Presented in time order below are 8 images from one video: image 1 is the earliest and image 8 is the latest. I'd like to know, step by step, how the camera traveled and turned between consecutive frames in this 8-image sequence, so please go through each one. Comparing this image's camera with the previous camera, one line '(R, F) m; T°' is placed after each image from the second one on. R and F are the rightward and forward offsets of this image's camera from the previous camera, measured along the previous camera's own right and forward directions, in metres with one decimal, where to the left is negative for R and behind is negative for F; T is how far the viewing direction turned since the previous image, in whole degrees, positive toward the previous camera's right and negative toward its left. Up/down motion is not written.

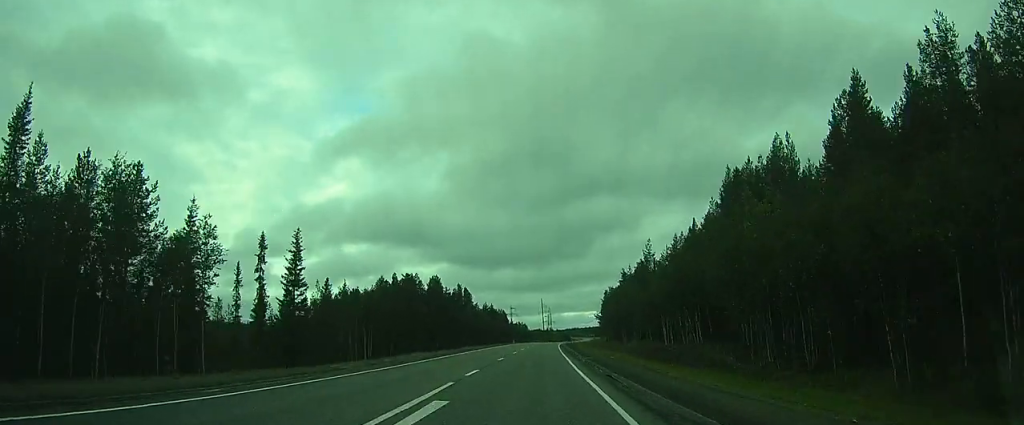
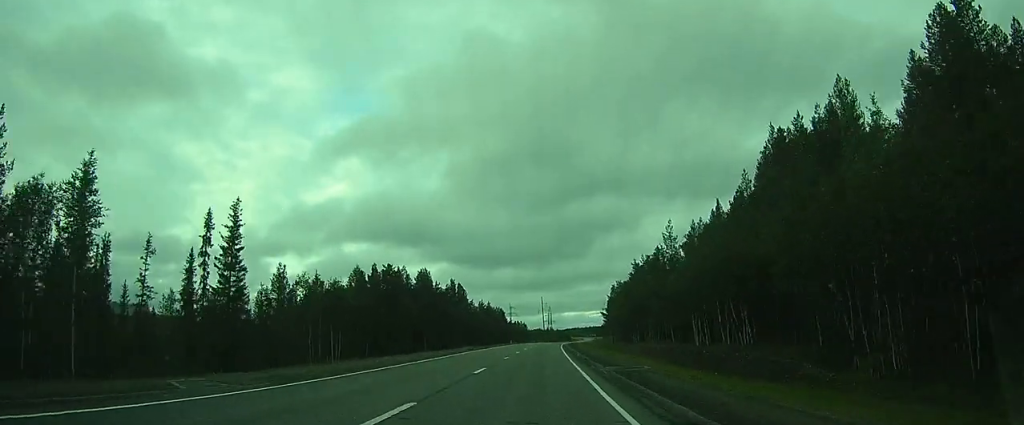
(0.0, +11.0) m; 0°
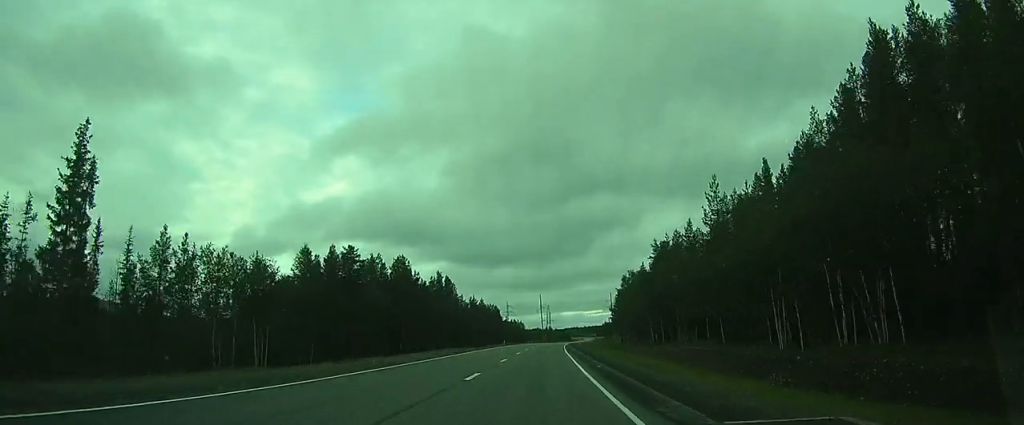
(0.0, +15.6) m; 0°
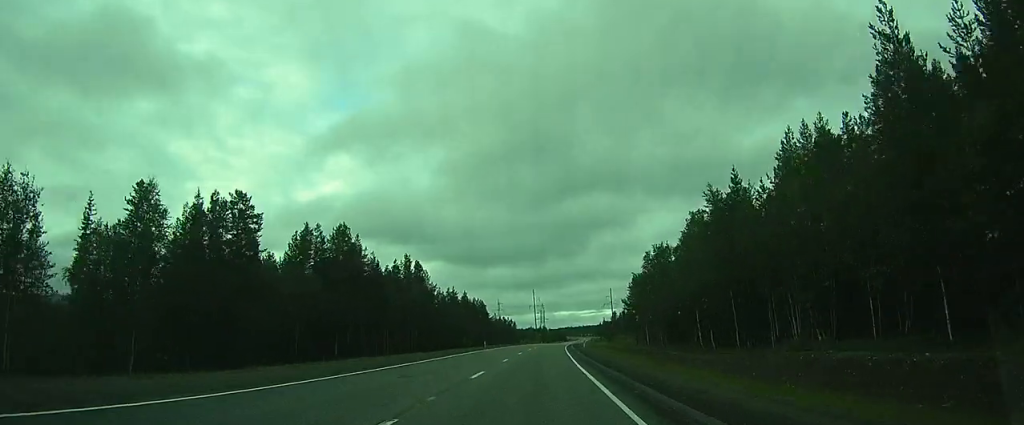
(+0.1, +23.1) m; 0°
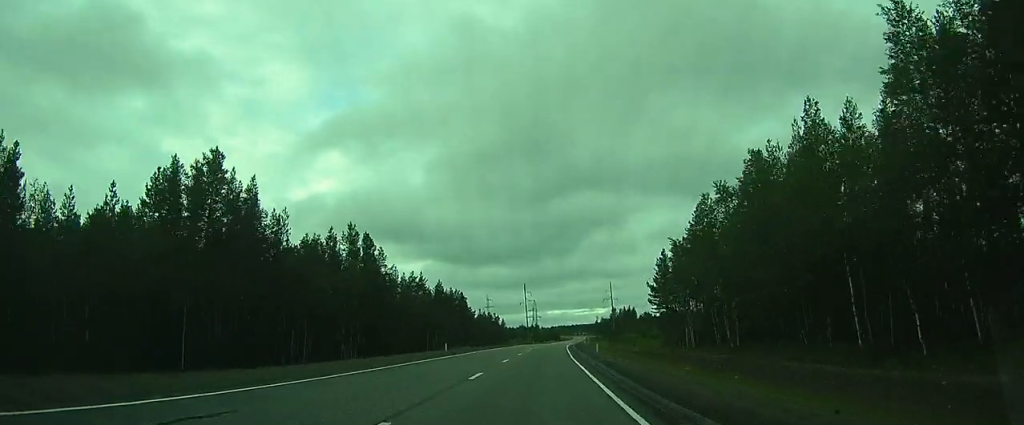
(0.0, +24.4) m; 0°
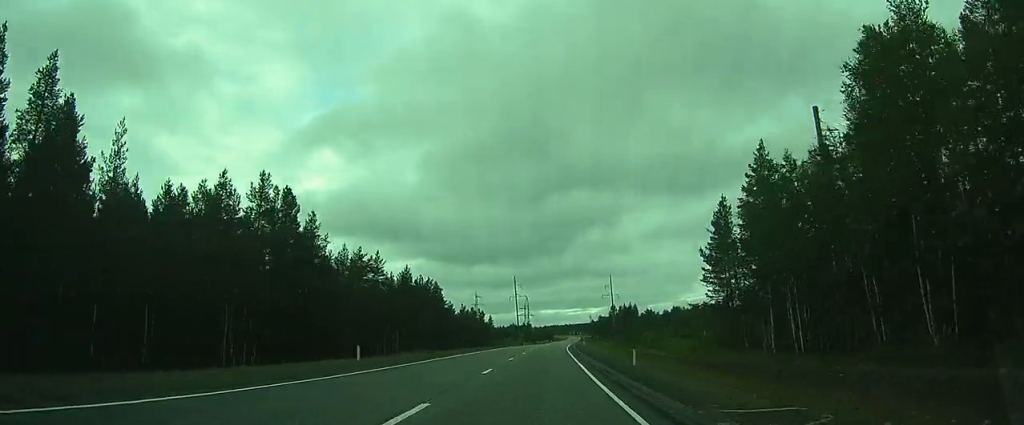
(0.0, +21.4) m; 0°
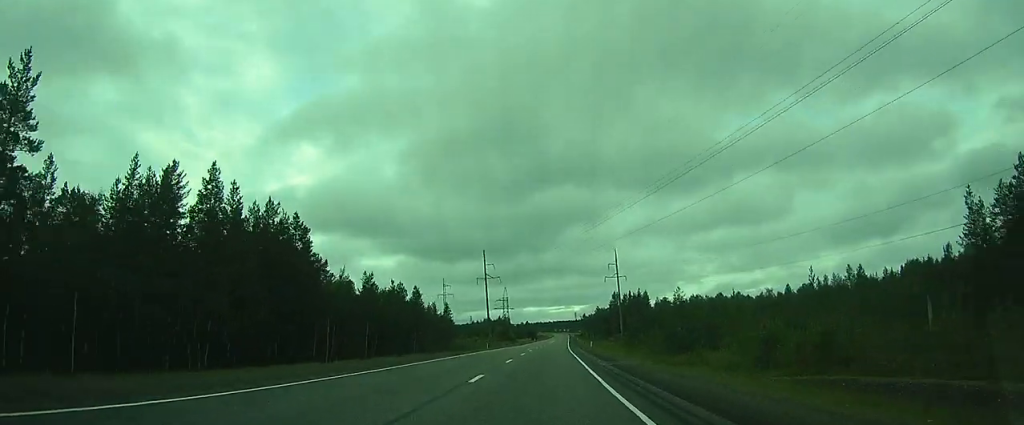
(+0.5, +52.4) m; +2°
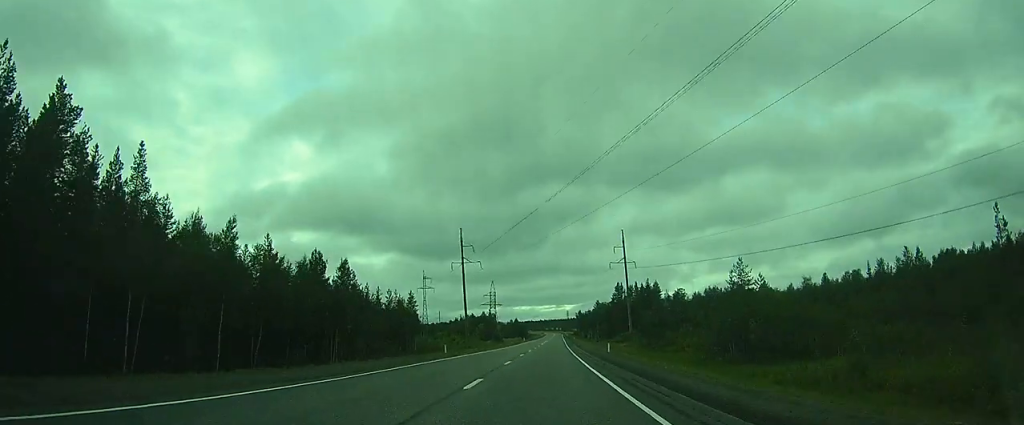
(+0.2, +26.8) m; 0°
